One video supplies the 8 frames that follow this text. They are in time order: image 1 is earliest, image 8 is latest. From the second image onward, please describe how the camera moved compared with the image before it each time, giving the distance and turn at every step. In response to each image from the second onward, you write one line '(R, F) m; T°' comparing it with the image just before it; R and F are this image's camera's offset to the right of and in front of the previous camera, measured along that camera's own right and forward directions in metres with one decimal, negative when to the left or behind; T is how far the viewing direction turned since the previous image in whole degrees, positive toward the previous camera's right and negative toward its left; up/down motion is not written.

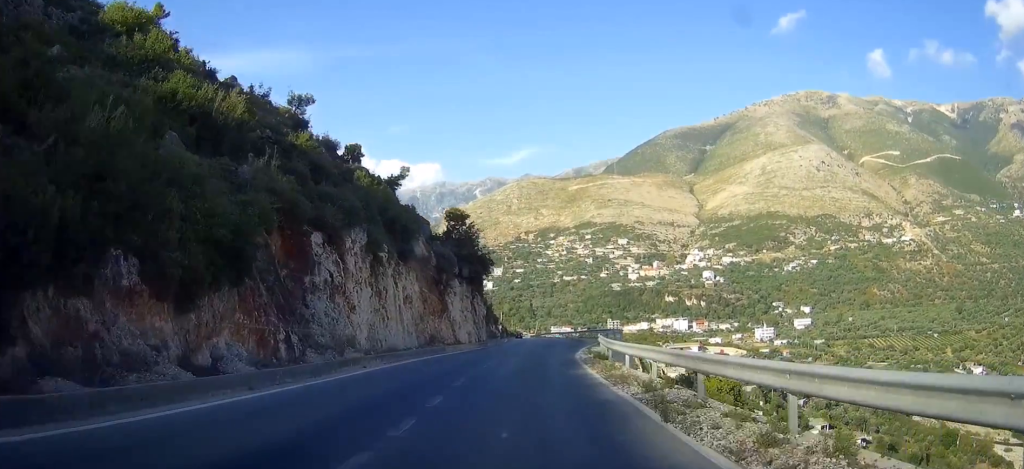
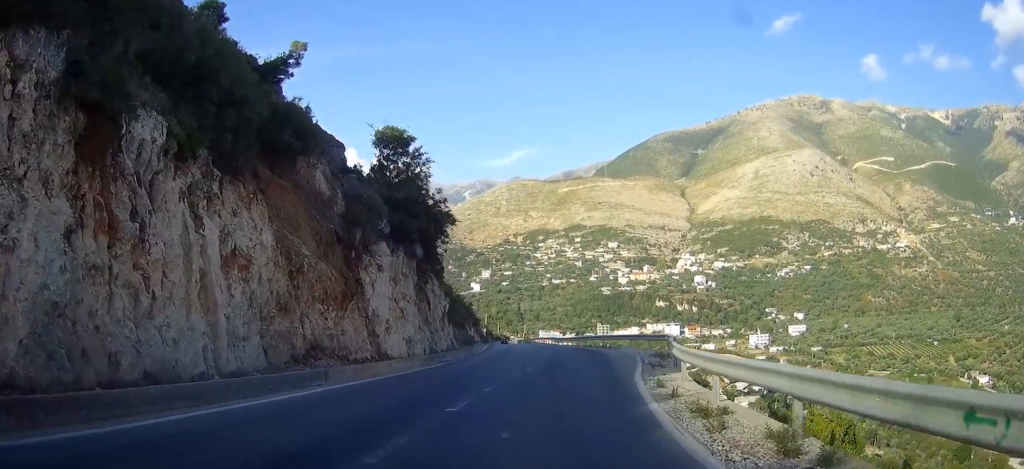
(+0.1, +20.1) m; +1°
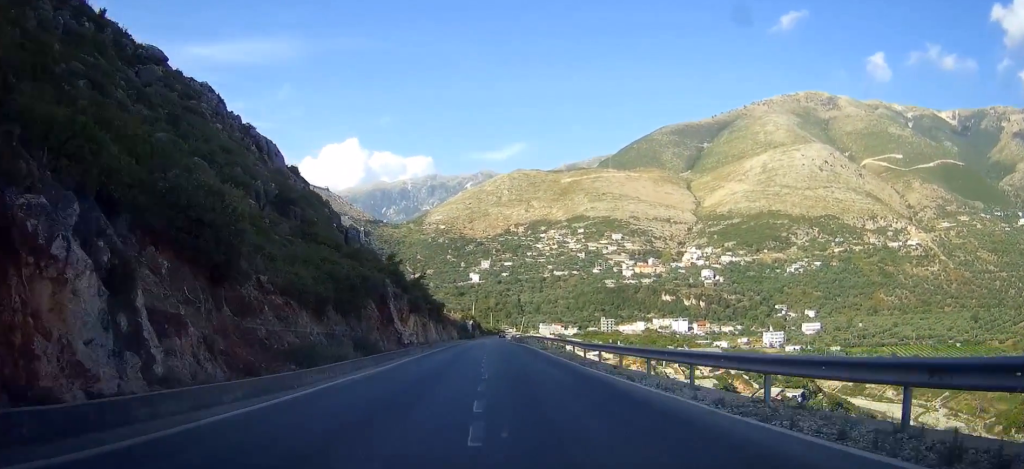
(+0.3, +42.8) m; -1°
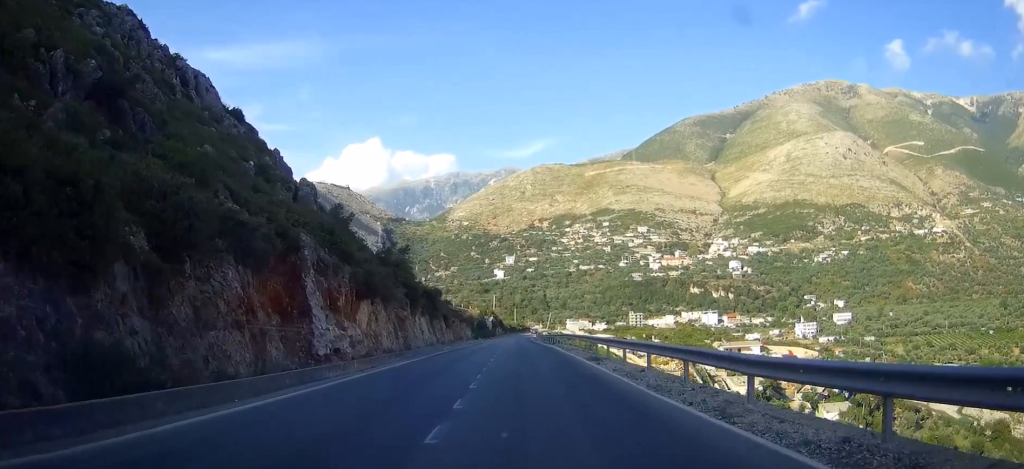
(-0.3, +20.3) m; -1°
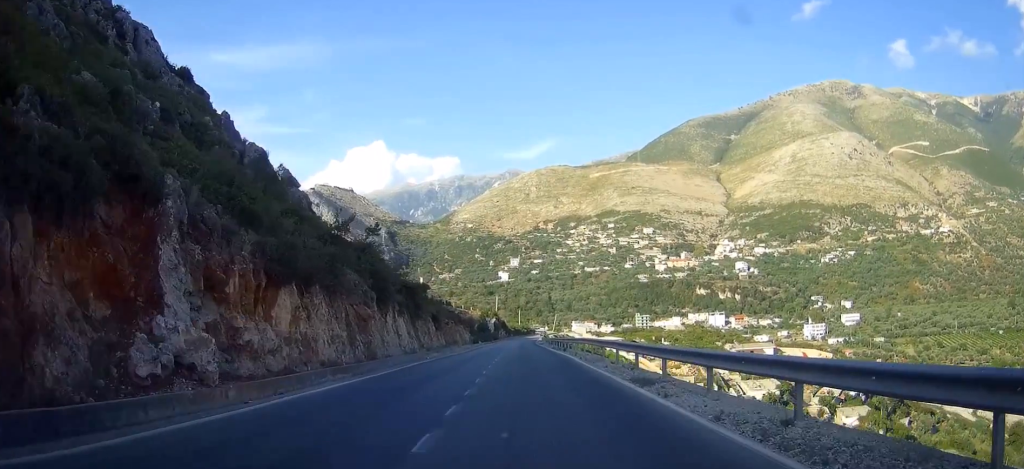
(0.0, +9.9) m; 0°
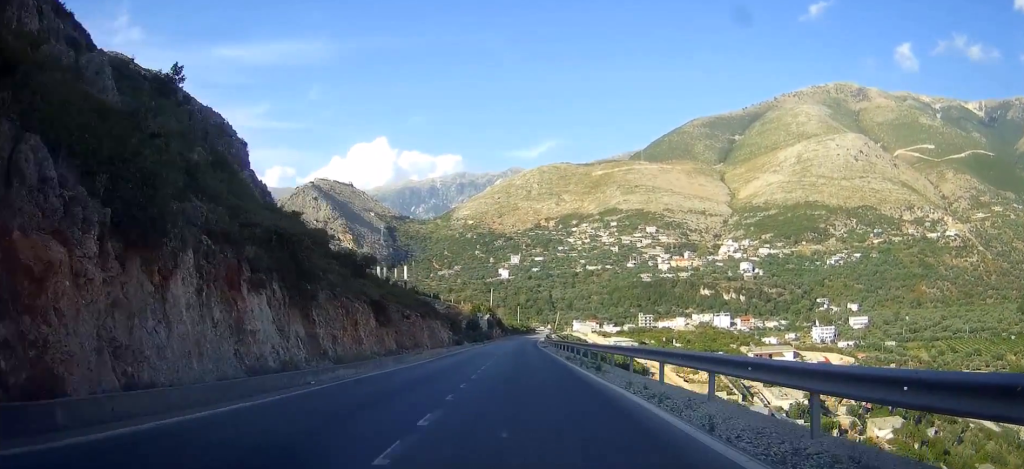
(-0.1, +20.7) m; -1°
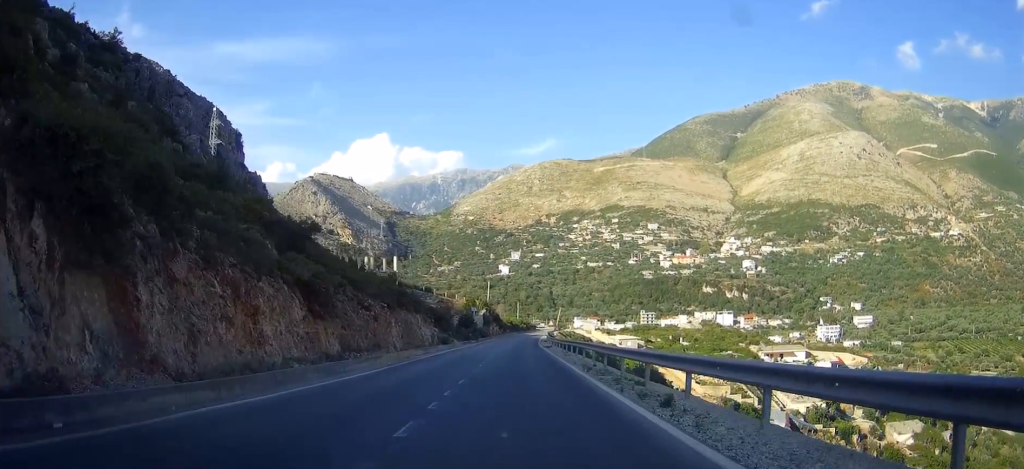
(0.0, +10.9) m; 0°
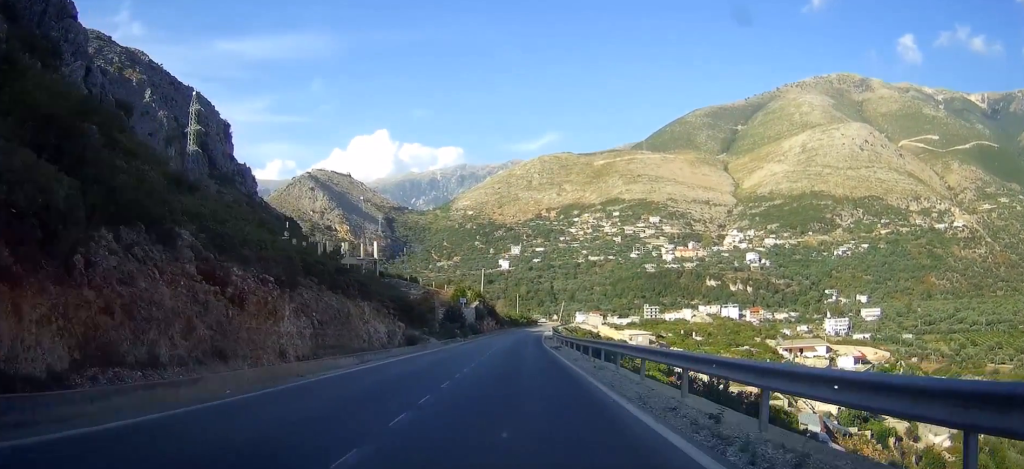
(0.0, +16.1) m; 0°
